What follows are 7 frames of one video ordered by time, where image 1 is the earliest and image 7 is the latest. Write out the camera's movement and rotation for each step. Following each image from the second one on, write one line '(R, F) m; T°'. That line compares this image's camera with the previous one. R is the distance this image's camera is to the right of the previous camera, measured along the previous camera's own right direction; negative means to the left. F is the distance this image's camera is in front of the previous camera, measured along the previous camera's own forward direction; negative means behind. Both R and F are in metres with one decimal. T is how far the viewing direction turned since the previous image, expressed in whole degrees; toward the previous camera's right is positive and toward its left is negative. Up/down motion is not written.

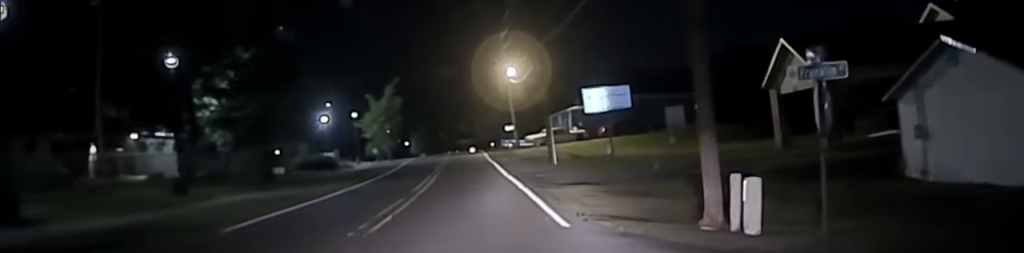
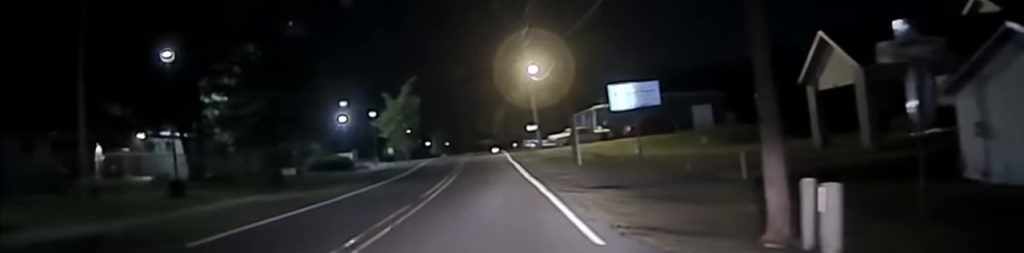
(-0.1, +2.9) m; -2°
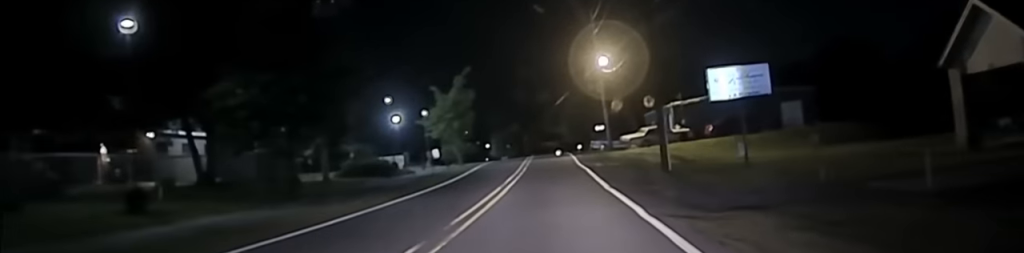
(-0.3, +10.2) m; -2°
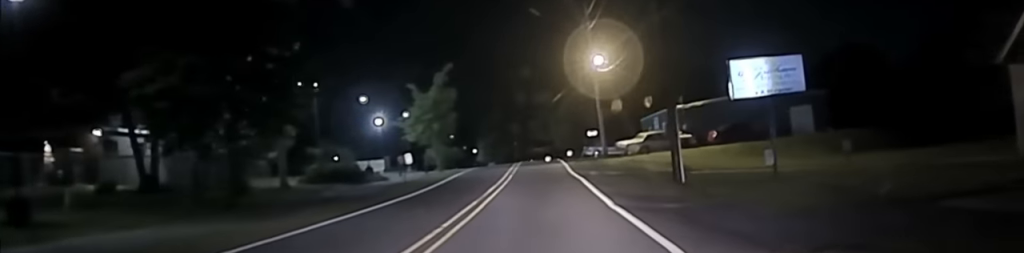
(0.0, +6.5) m; 0°
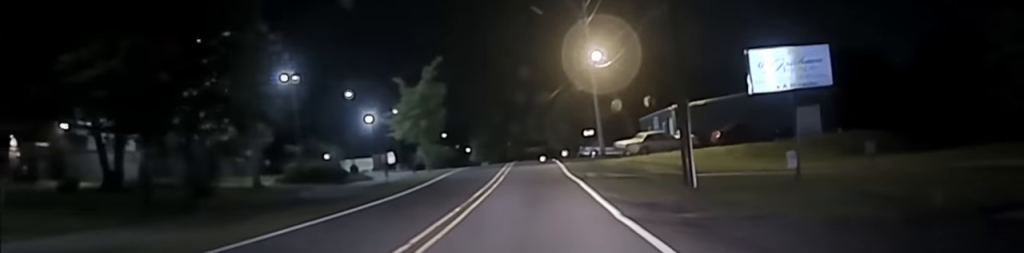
(0.0, +3.7) m; 0°
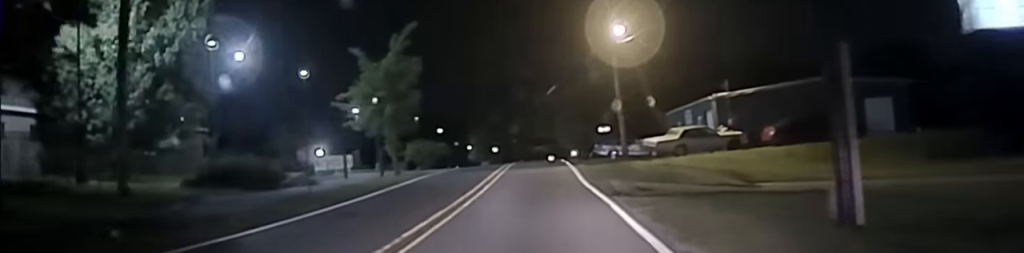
(0.0, +14.2) m; 0°
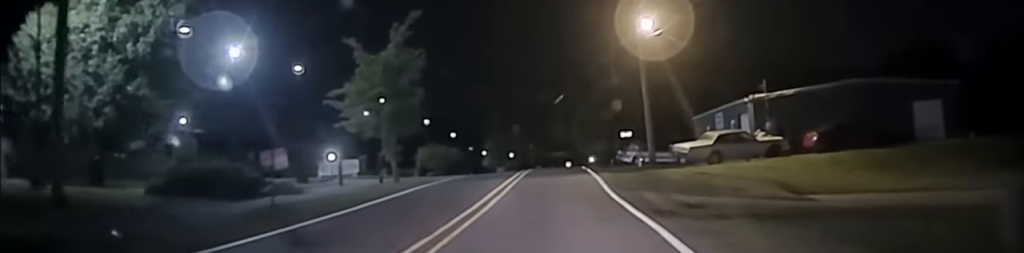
(0.0, +4.2) m; 0°
